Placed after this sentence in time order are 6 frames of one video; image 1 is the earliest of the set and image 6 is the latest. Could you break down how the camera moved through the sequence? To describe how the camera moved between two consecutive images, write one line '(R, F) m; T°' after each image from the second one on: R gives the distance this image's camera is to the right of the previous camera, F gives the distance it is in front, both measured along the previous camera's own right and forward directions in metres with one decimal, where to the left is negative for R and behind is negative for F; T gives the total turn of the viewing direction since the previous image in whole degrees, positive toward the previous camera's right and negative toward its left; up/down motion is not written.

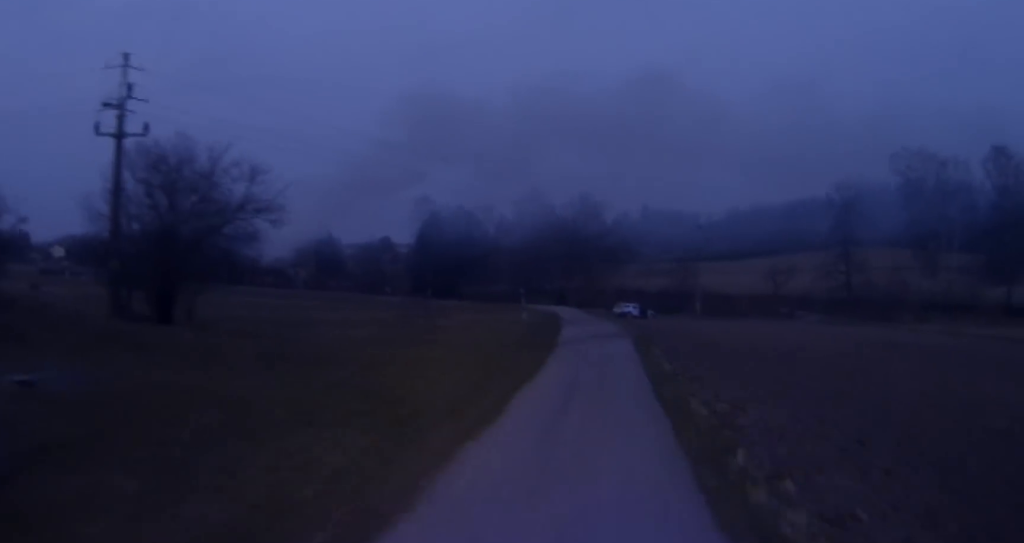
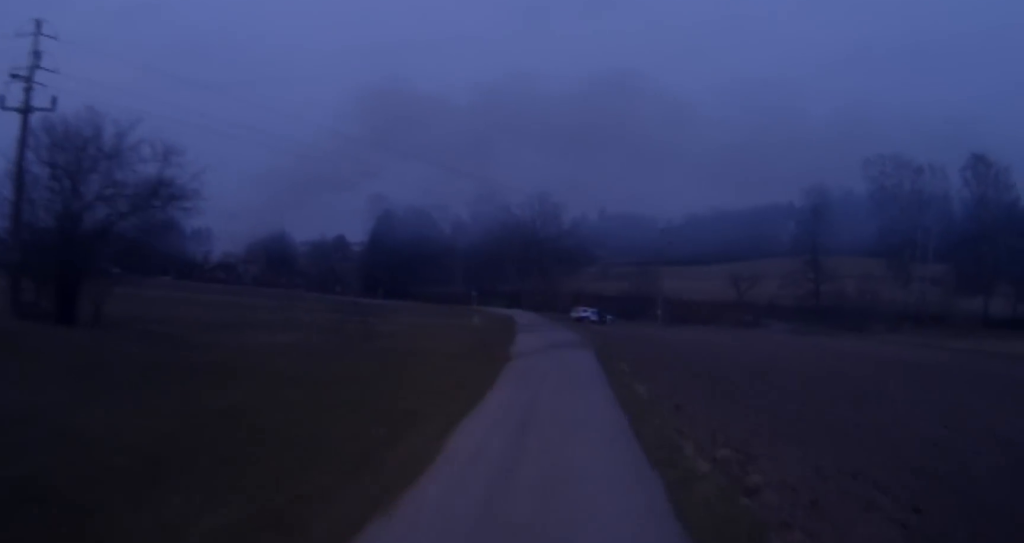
(+0.1, +3.9) m; +1°
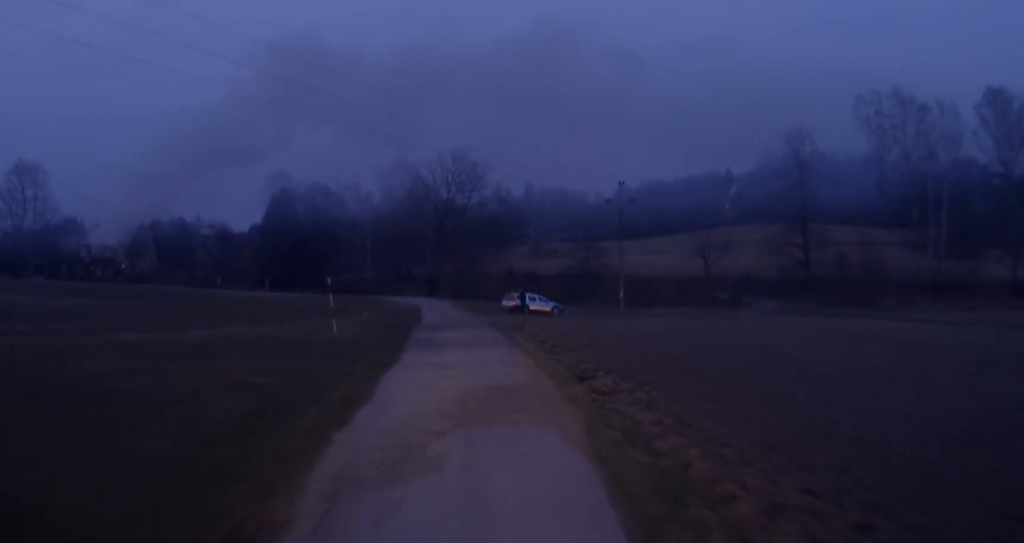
(+0.6, +22.3) m; +3°
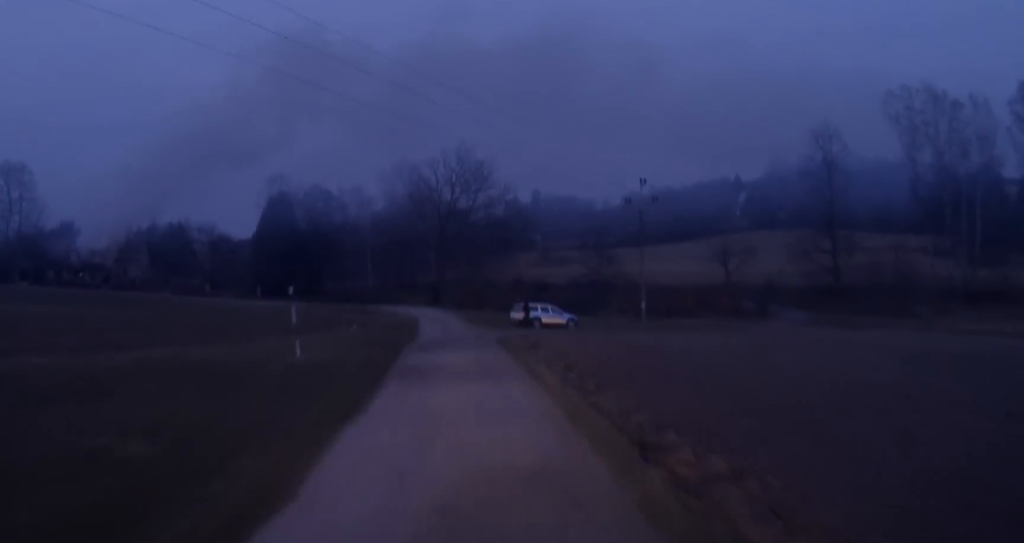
(-0.1, +6.2) m; +1°
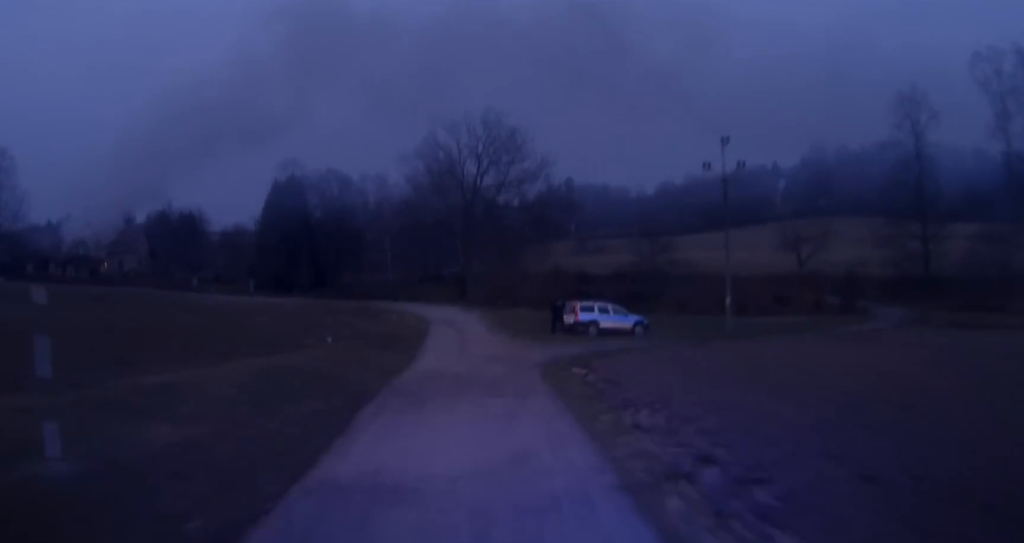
(+0.3, +13.9) m; 0°
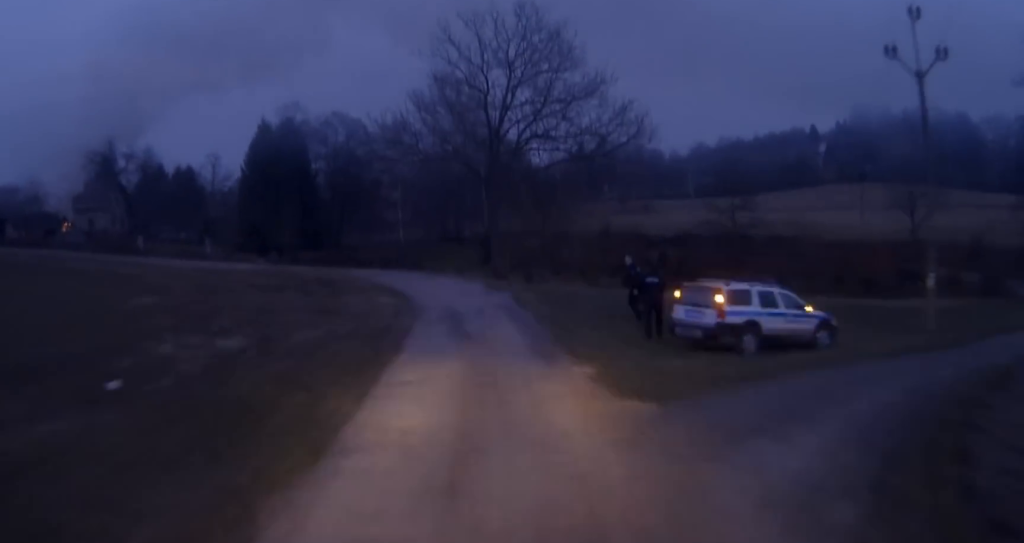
(-0.4, +19.4) m; -1°
